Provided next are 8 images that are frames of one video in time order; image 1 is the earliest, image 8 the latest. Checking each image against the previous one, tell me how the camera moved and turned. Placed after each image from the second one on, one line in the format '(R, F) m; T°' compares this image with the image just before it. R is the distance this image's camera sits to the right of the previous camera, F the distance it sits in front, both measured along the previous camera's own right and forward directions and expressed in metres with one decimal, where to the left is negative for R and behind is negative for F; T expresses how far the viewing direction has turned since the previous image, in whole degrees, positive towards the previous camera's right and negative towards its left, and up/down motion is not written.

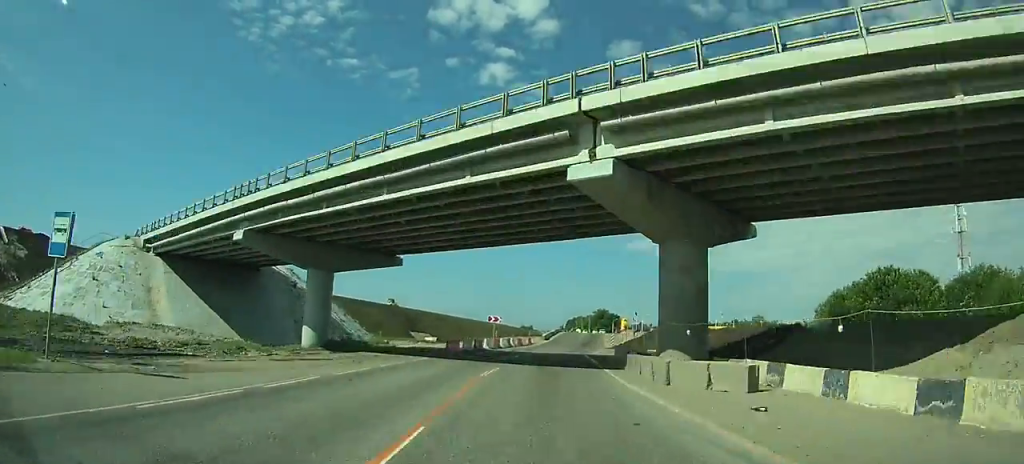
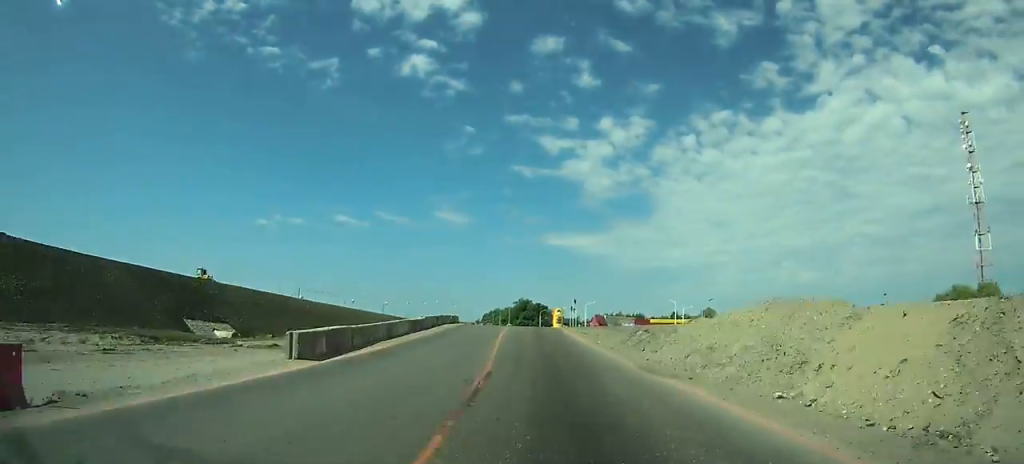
(+2.3, +57.9) m; +4°
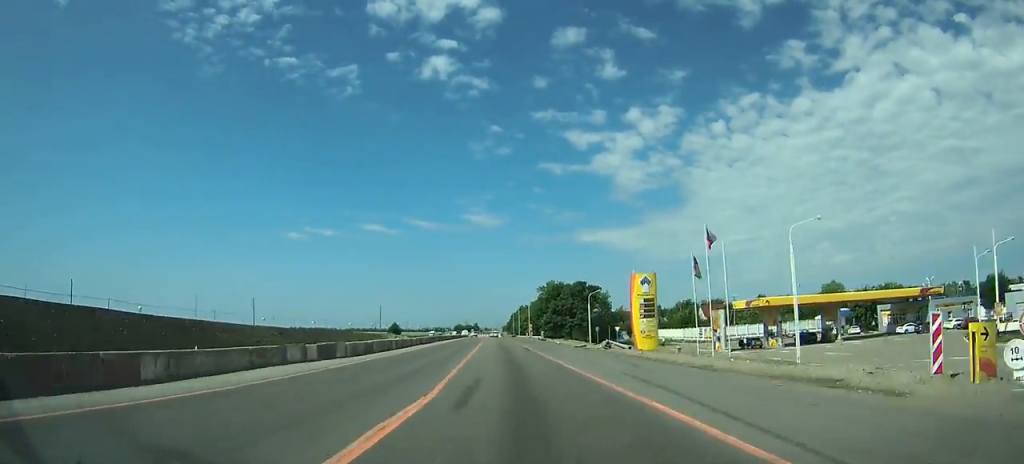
(+1.4, +107.9) m; -2°
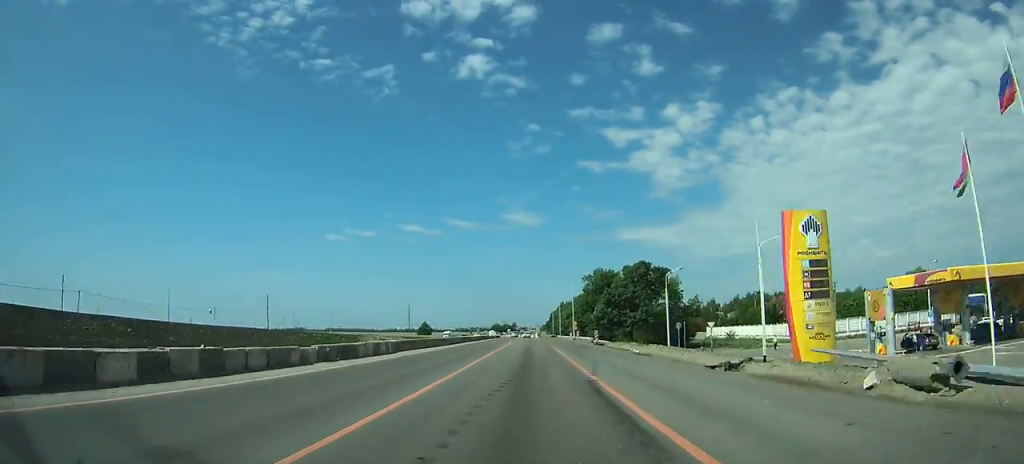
(-0.4, +28.2) m; -2°
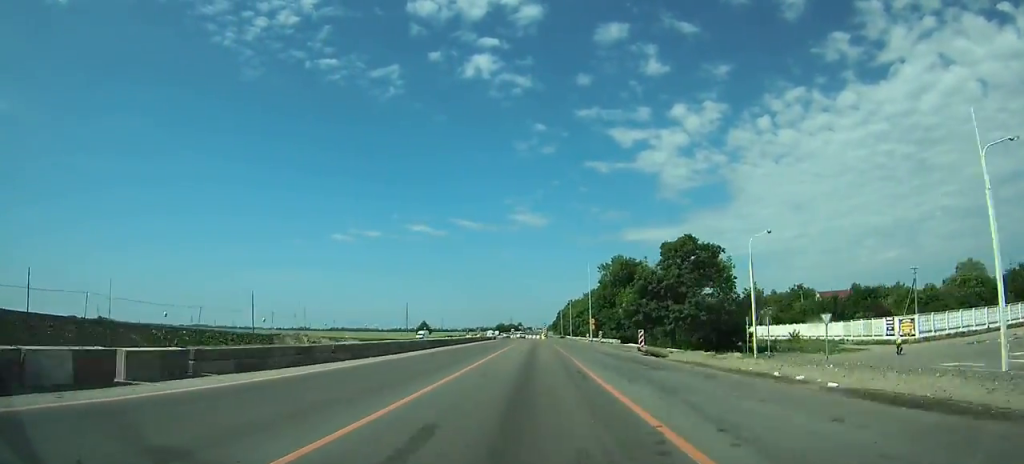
(-0.6, +21.0) m; -1°
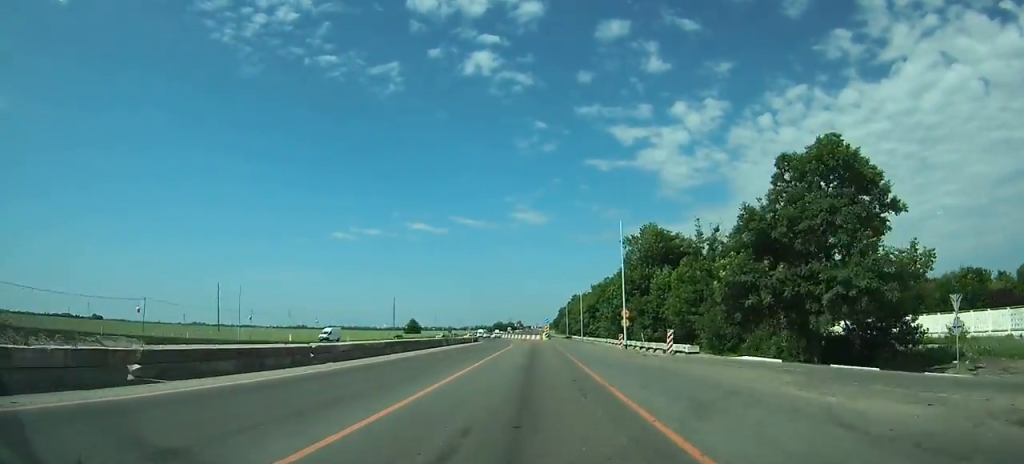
(-0.4, +28.9) m; -1°
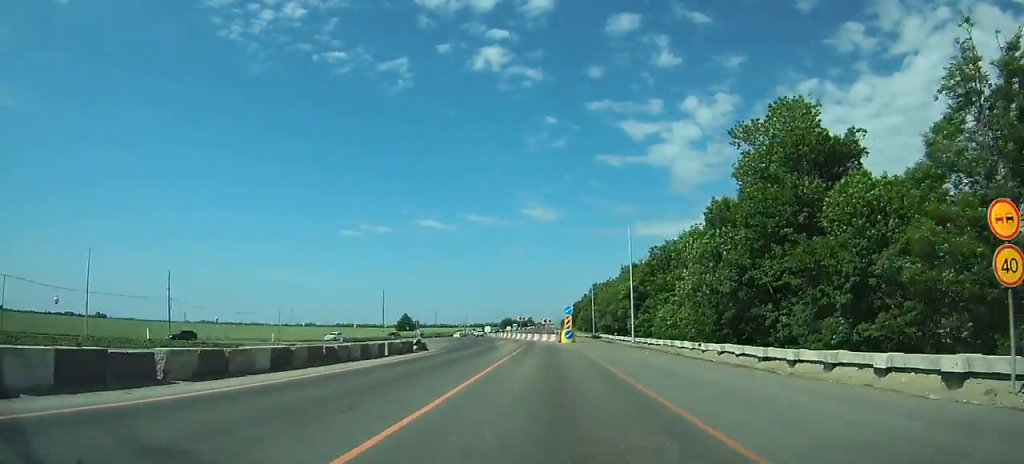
(-0.2, +39.7) m; -2°
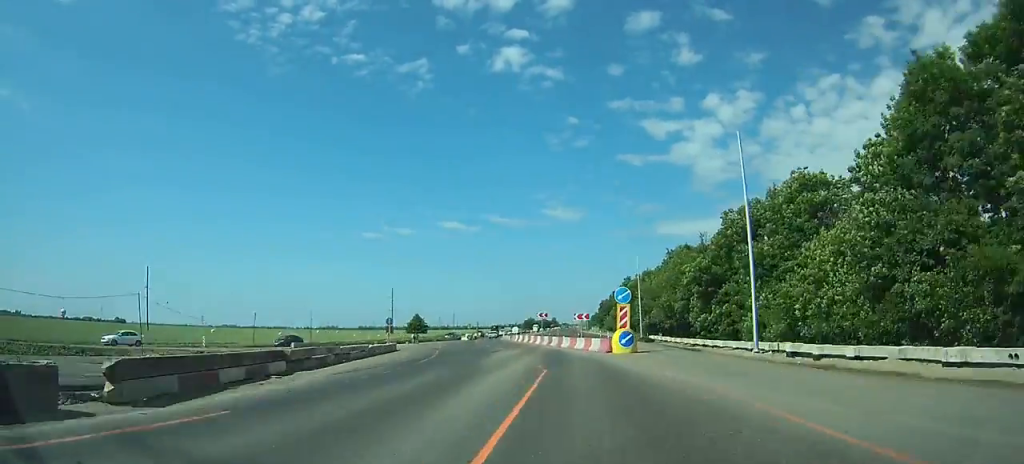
(-0.5, +24.8) m; -2°
